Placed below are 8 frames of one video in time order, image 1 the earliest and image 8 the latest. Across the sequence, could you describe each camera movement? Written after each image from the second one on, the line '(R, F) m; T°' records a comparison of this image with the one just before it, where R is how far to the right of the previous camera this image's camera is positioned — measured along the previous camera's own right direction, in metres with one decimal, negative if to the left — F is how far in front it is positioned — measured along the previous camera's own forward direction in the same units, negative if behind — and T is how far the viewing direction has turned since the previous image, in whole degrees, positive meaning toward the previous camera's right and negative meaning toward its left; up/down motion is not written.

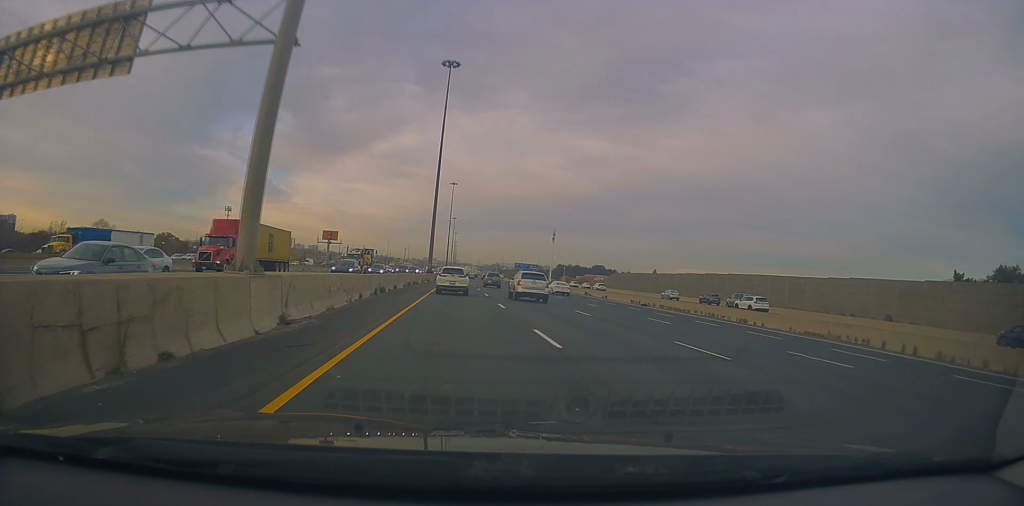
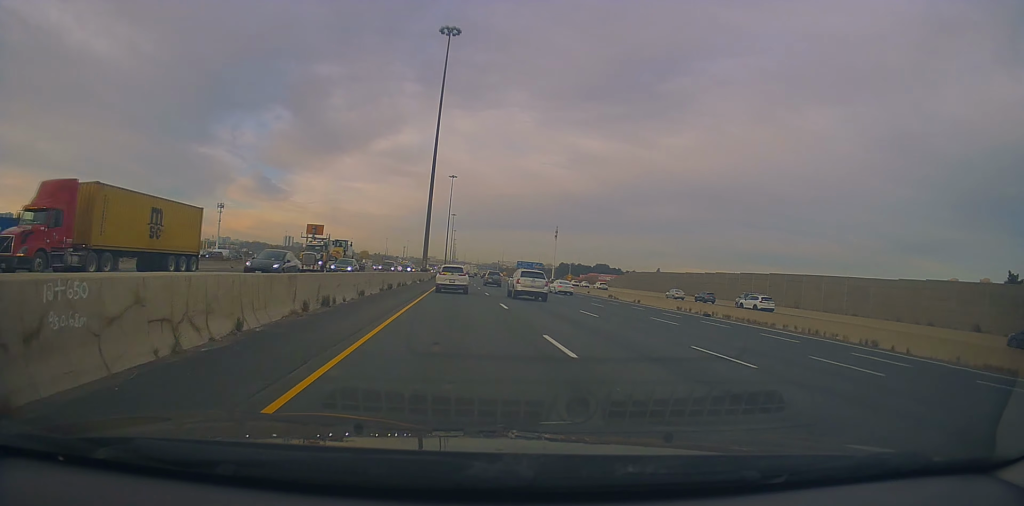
(0.0, +12.9) m; 0°
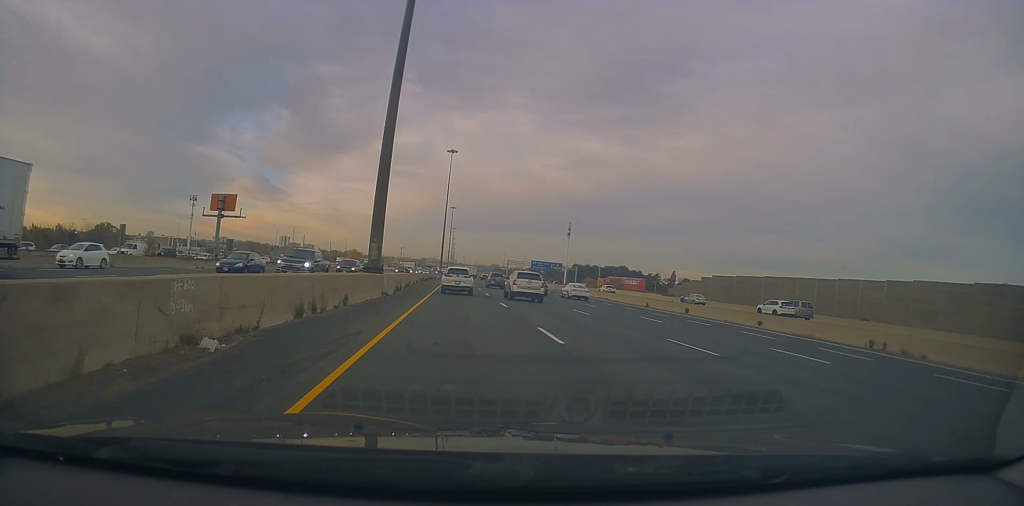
(0.0, +47.7) m; 0°
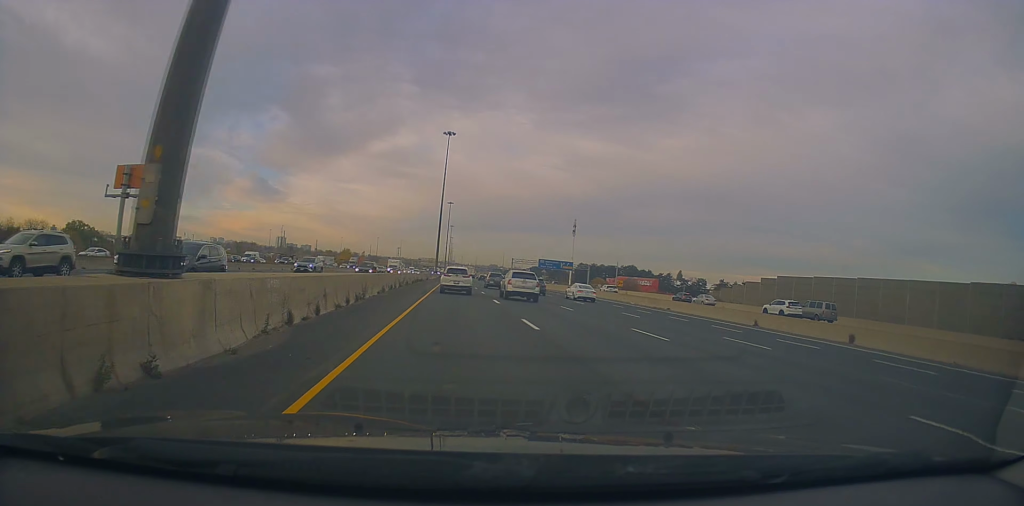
(+0.1, +21.4) m; 0°
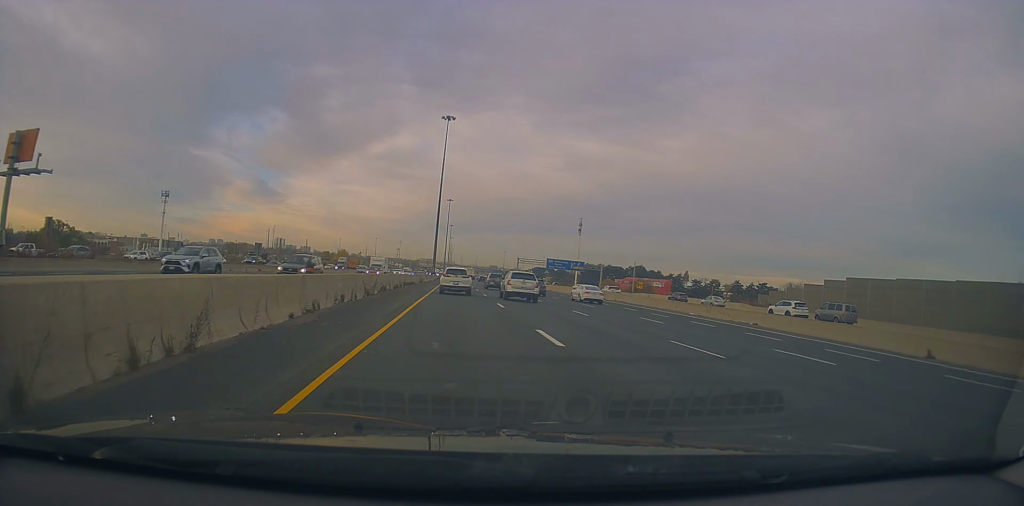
(0.0, +15.6) m; 0°
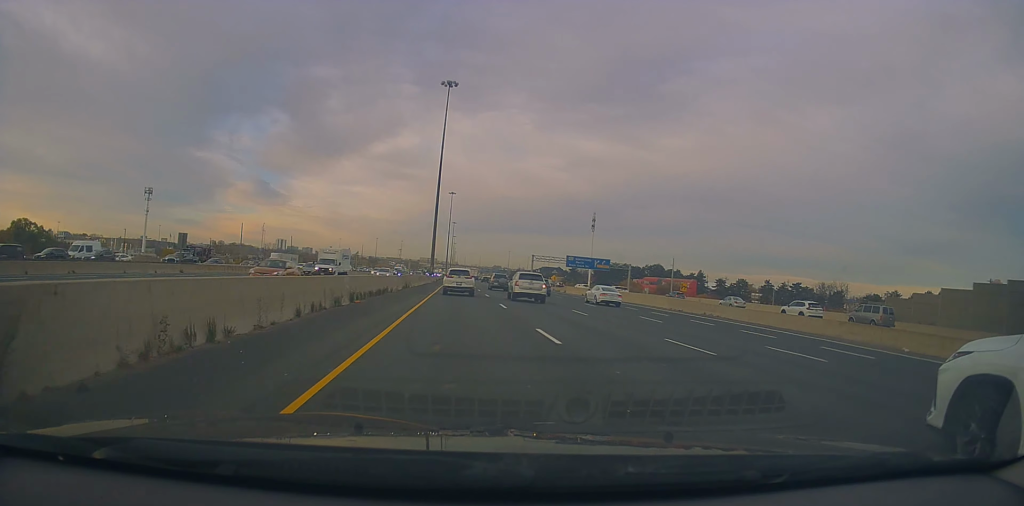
(0.0, +24.1) m; 0°
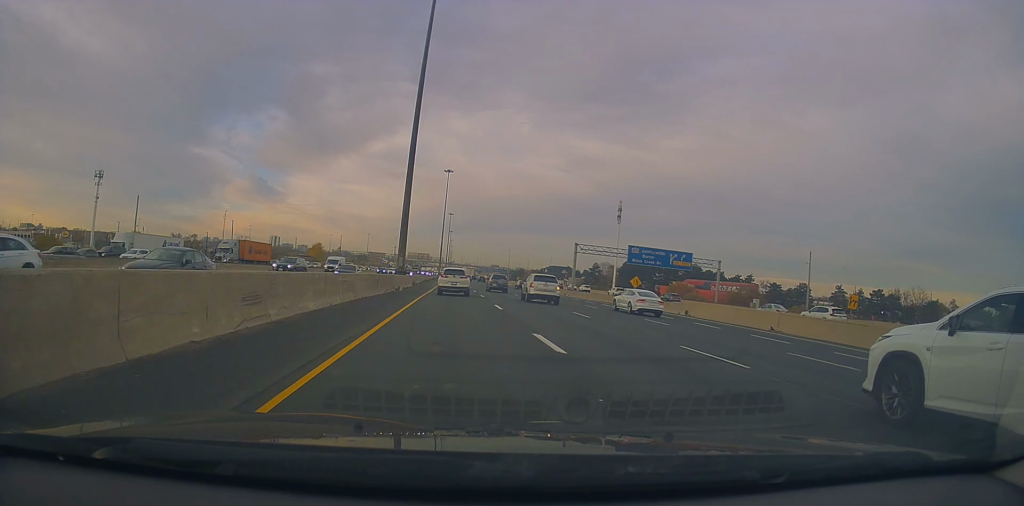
(0.0, +49.4) m; -1°
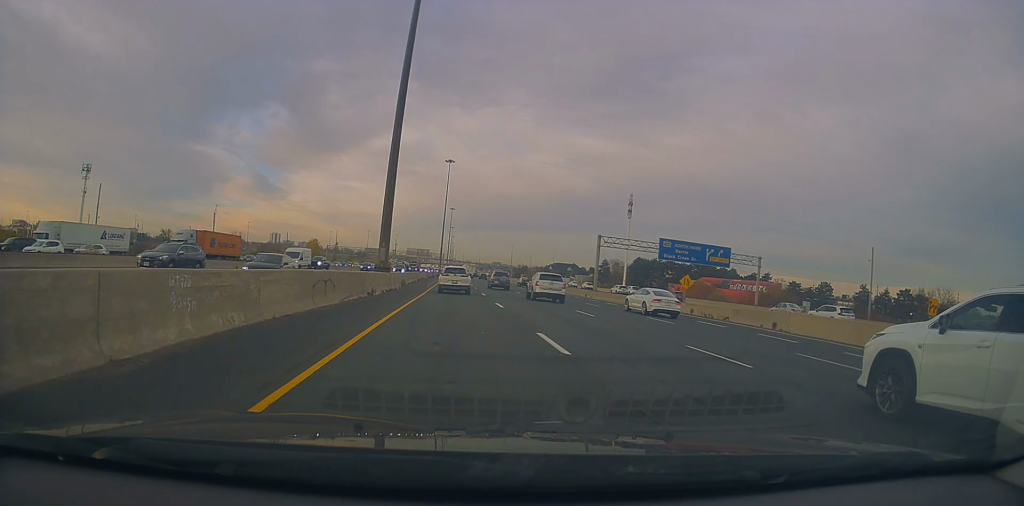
(+0.1, +13.5) m; 0°
